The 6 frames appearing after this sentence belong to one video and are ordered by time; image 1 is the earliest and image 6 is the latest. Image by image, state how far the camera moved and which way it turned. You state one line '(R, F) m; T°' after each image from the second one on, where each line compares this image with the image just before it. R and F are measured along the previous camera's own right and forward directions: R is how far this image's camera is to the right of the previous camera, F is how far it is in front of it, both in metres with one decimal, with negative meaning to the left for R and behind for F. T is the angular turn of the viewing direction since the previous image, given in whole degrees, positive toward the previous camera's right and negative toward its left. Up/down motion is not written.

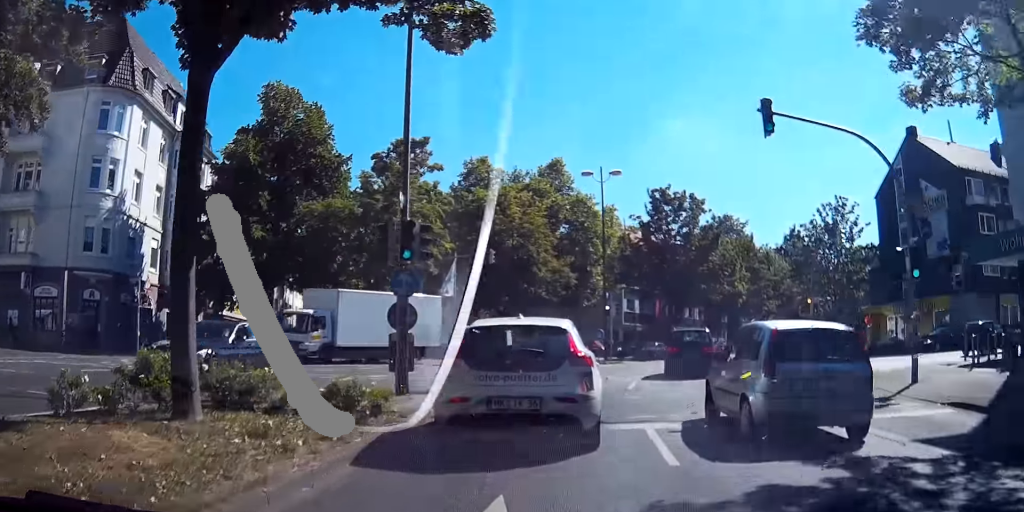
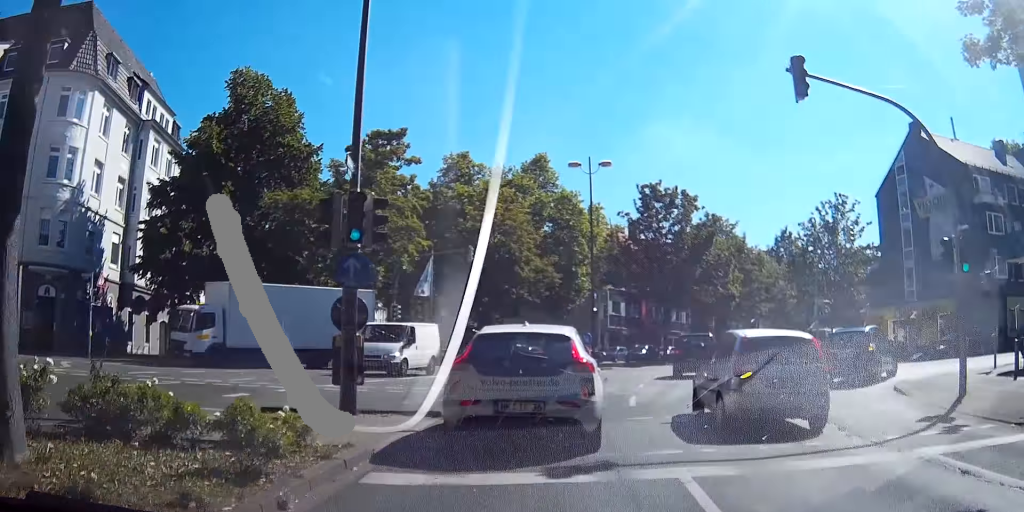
(+0.3, +2.9) m; +9°
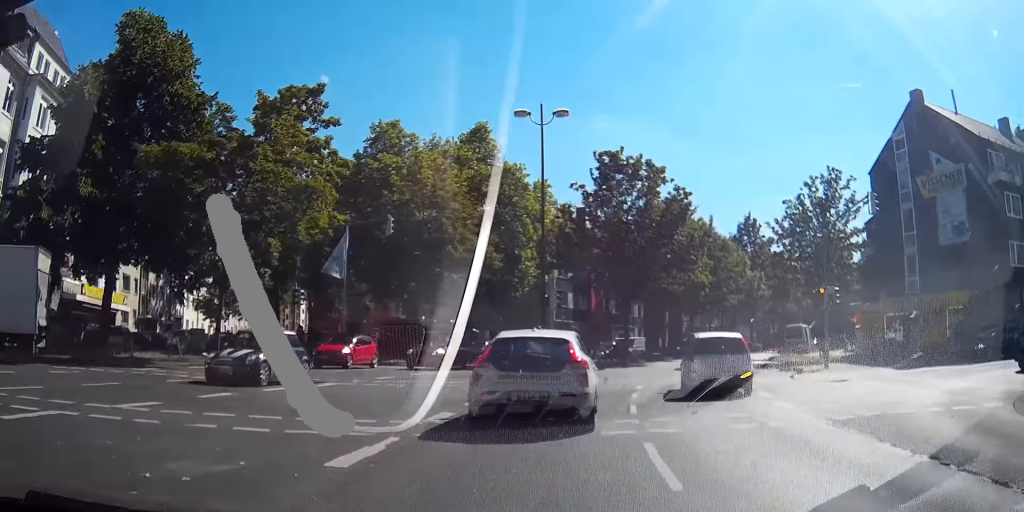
(+1.9, +8.5) m; +22°
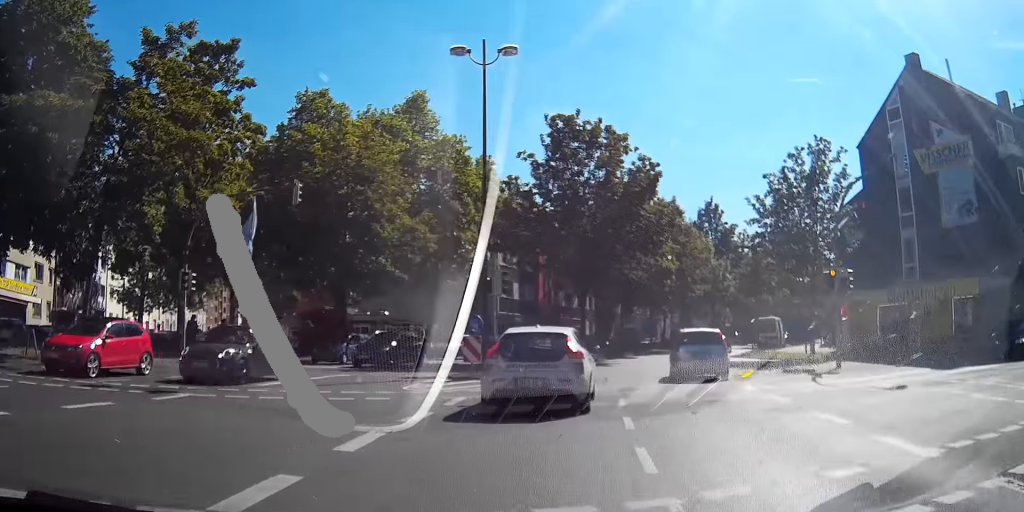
(+0.5, +6.8) m; +6°
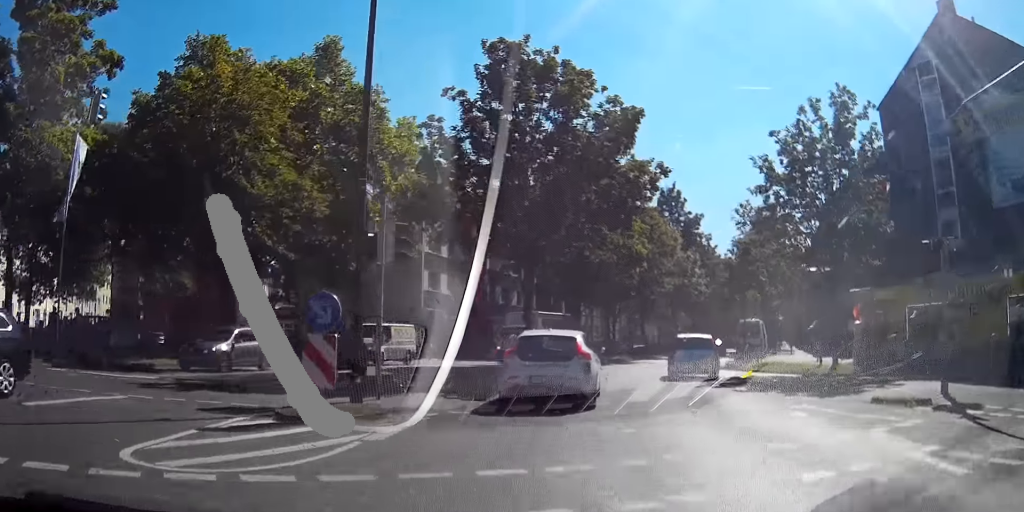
(+0.4, +10.5) m; +3°
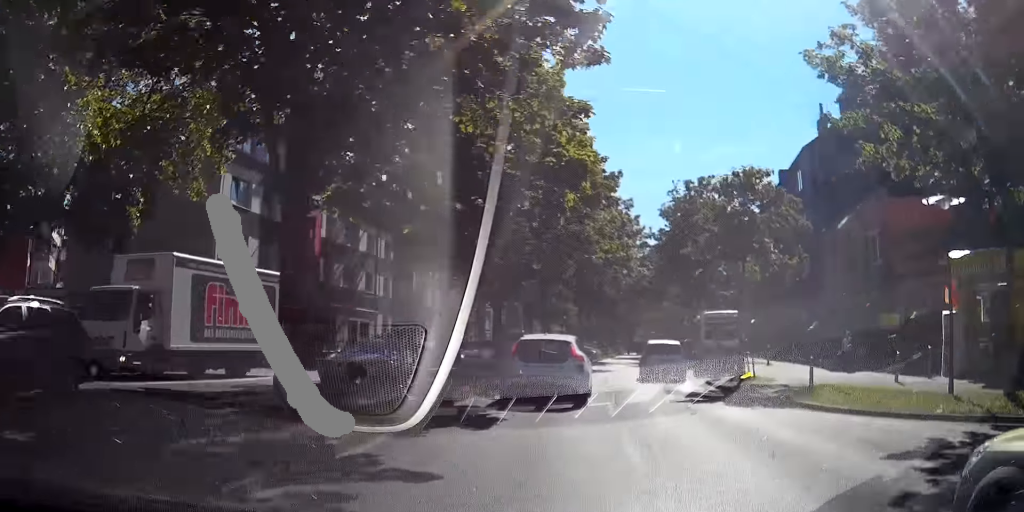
(+0.1, +17.5) m; +2°
